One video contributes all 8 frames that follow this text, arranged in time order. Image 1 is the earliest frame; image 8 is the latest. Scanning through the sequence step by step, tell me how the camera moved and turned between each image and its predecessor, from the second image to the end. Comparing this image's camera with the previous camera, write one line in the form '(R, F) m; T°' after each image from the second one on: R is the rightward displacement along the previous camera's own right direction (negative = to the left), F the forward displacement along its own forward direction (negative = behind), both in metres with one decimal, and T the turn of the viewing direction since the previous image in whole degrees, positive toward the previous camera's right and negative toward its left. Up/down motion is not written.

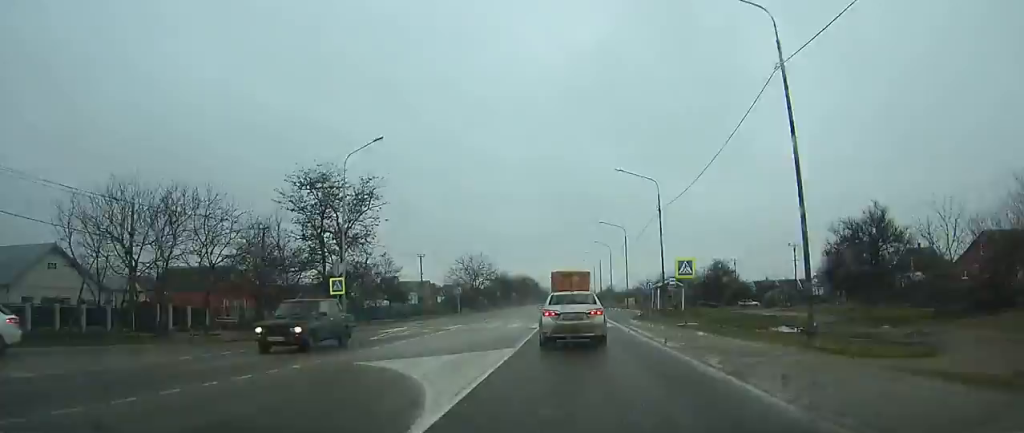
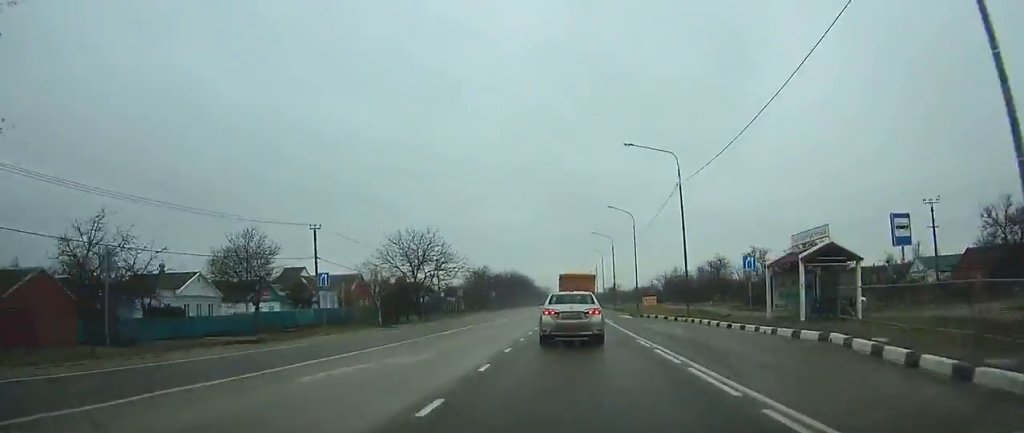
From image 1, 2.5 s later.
(-0.2, +38.0) m; 0°
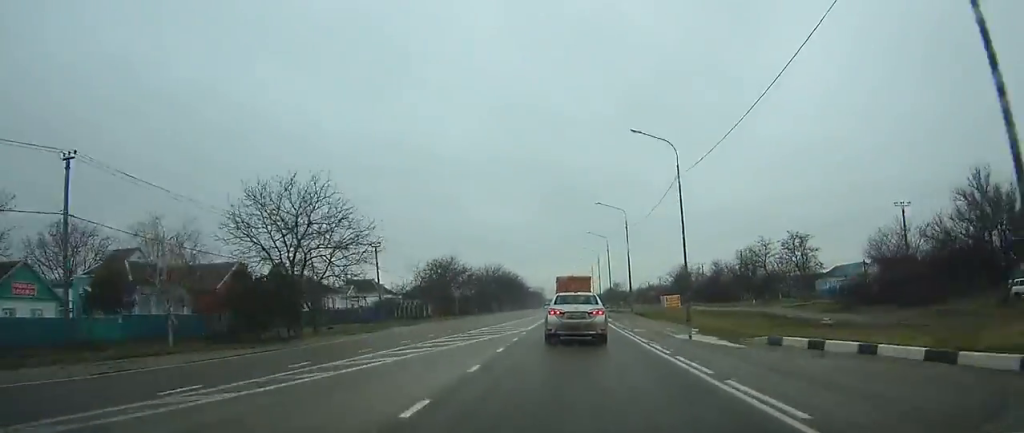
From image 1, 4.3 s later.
(0.0, +28.6) m; +1°
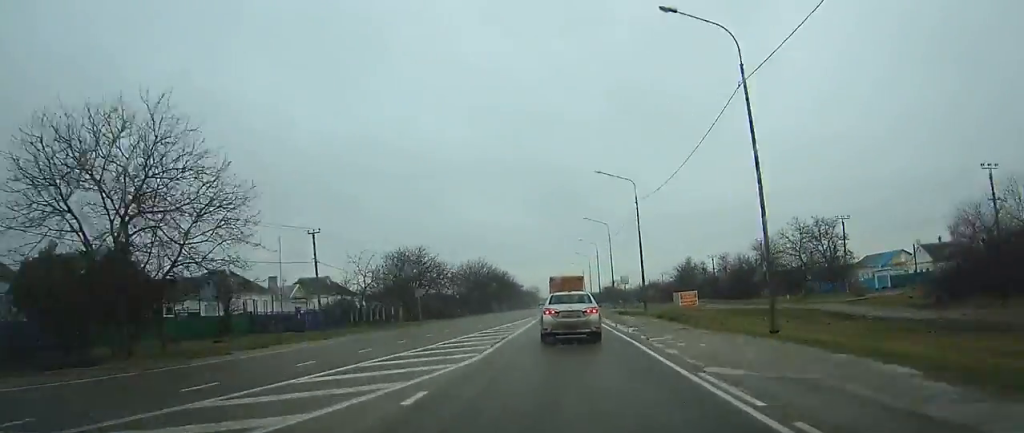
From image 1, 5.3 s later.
(+0.2, +15.2) m; 0°
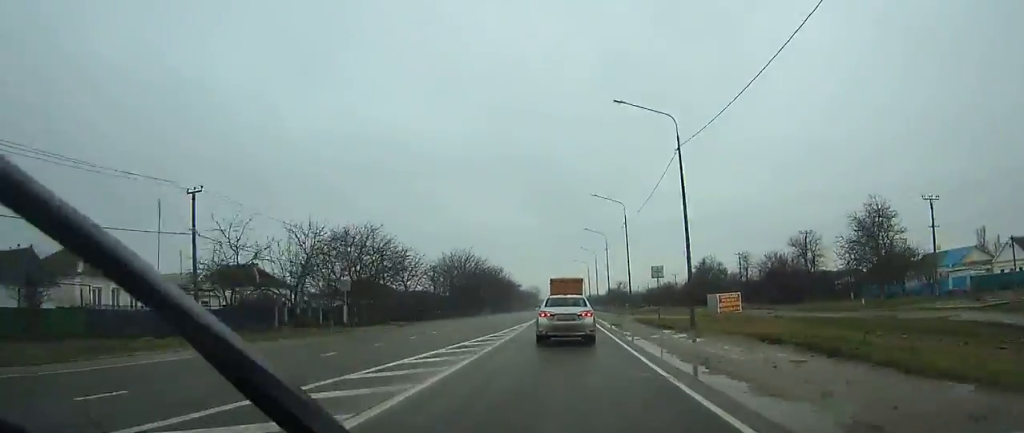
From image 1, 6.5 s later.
(+0.1, +18.3) m; 0°
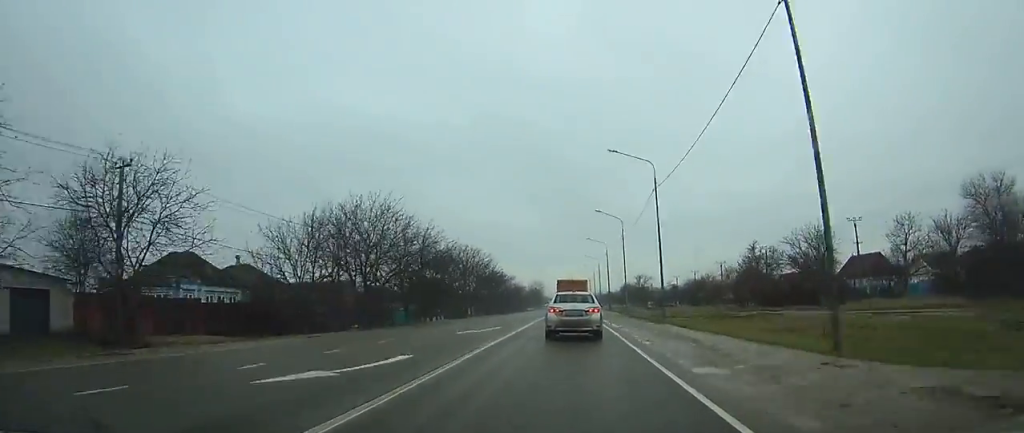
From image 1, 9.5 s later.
(-0.3, +44.8) m; -1°
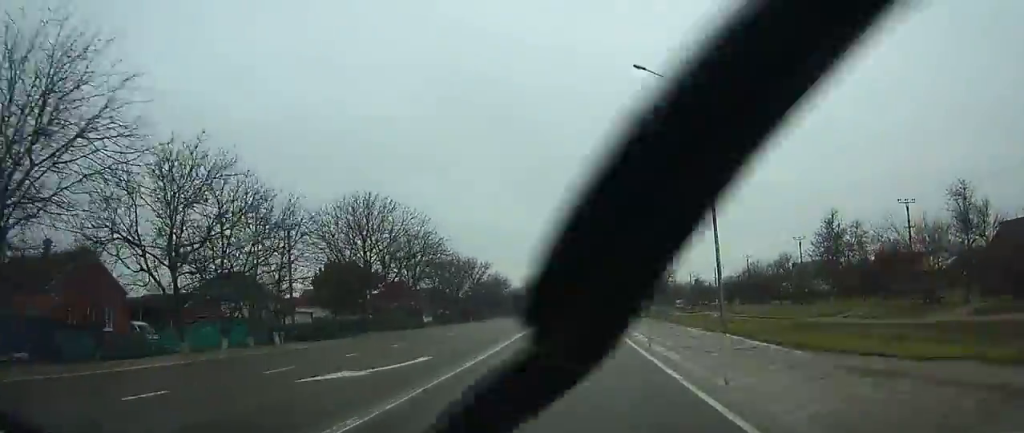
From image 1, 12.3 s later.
(-0.3, +44.6) m; 0°
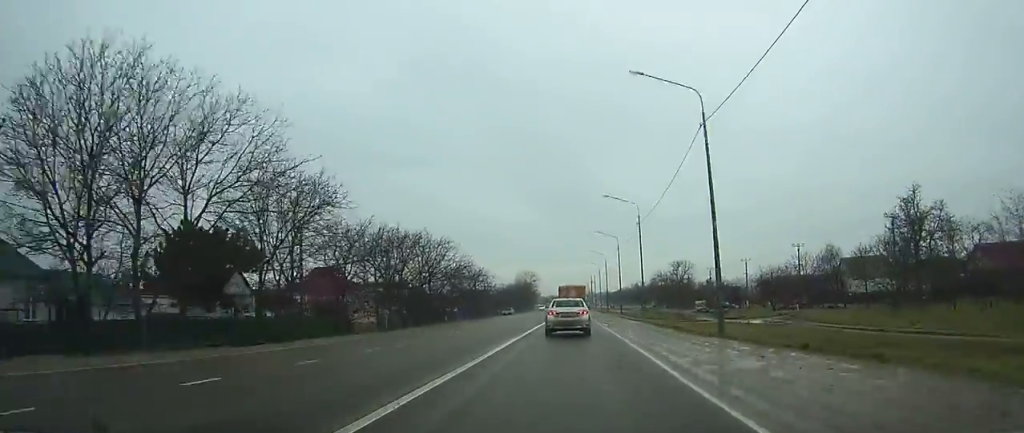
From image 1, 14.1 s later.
(+0.1, +27.8) m; 0°
